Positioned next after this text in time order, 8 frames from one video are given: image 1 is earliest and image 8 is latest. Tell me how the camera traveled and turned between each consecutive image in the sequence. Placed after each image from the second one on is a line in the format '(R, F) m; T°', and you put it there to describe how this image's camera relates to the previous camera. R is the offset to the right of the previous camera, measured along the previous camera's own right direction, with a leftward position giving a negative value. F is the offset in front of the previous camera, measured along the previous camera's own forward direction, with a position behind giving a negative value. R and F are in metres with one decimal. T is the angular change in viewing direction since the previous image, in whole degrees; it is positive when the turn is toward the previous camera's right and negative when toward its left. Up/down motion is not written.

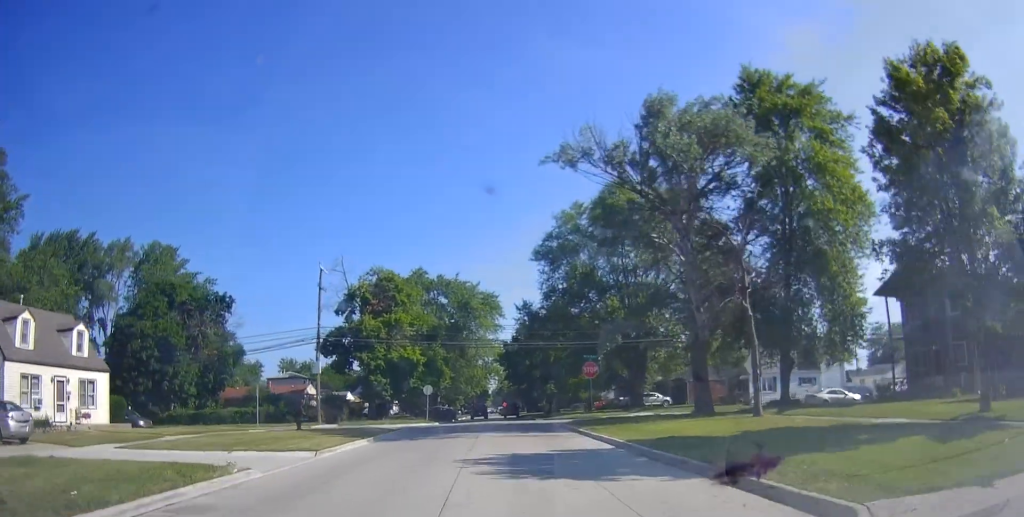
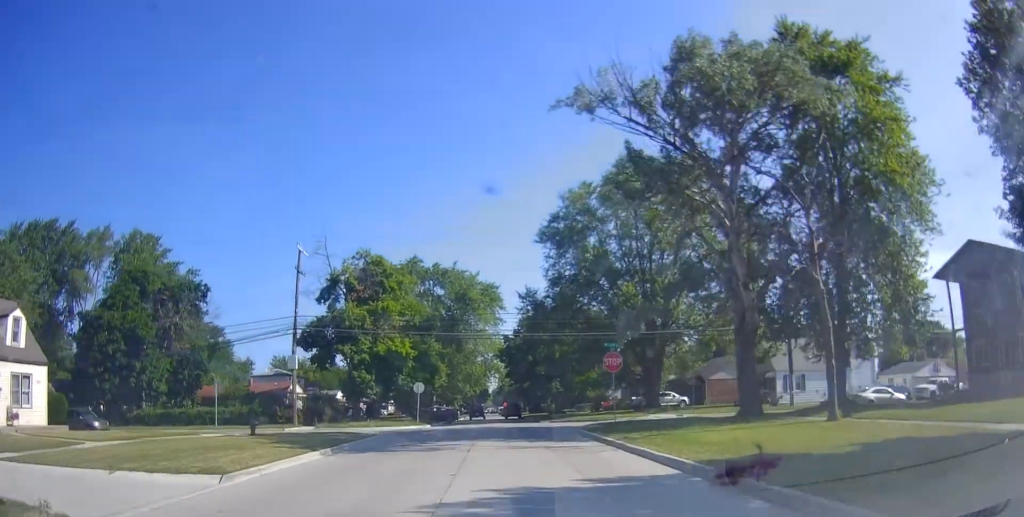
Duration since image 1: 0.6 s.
(+0.3, +5.8) m; +2°
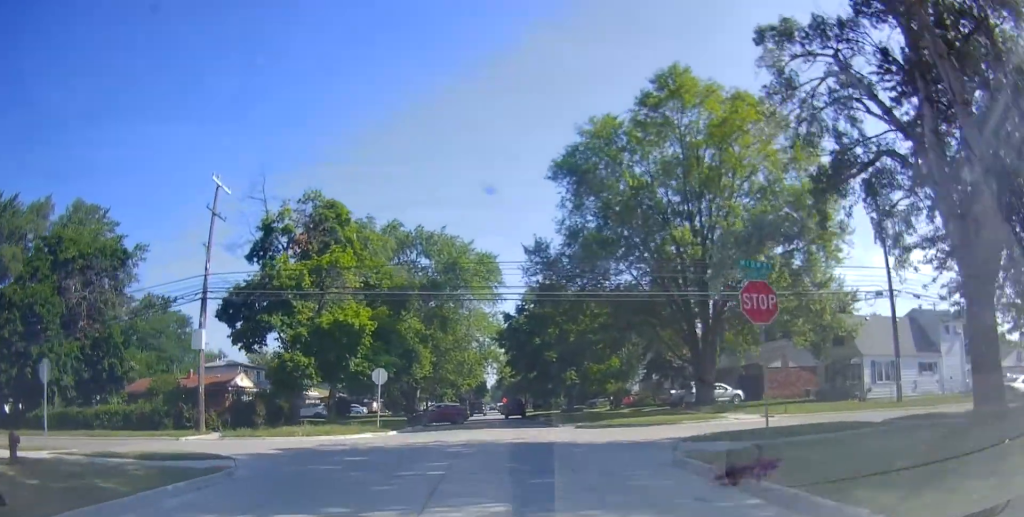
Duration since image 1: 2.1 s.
(+0.1, +14.2) m; -2°
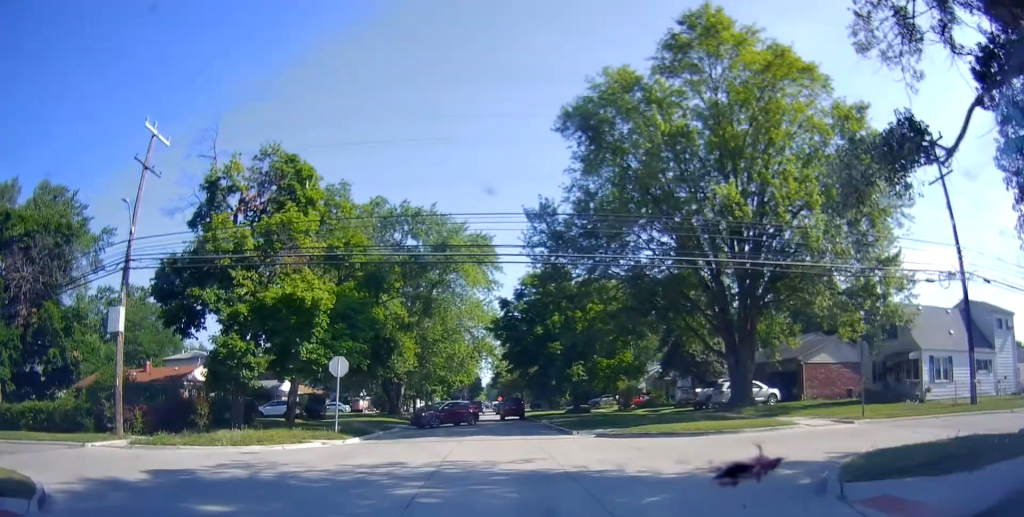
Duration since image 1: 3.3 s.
(-0.2, +8.0) m; +1°
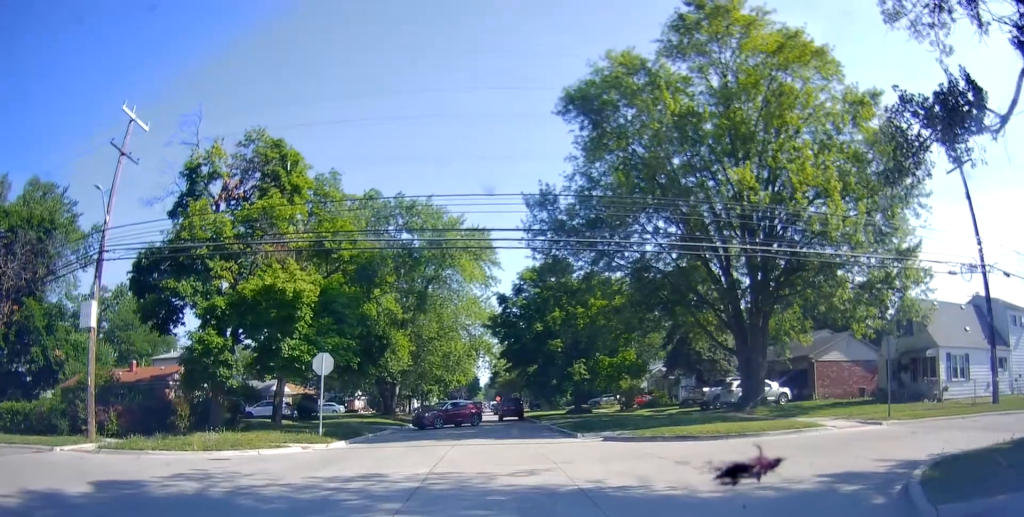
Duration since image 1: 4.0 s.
(+0.1, +3.1) m; +2°
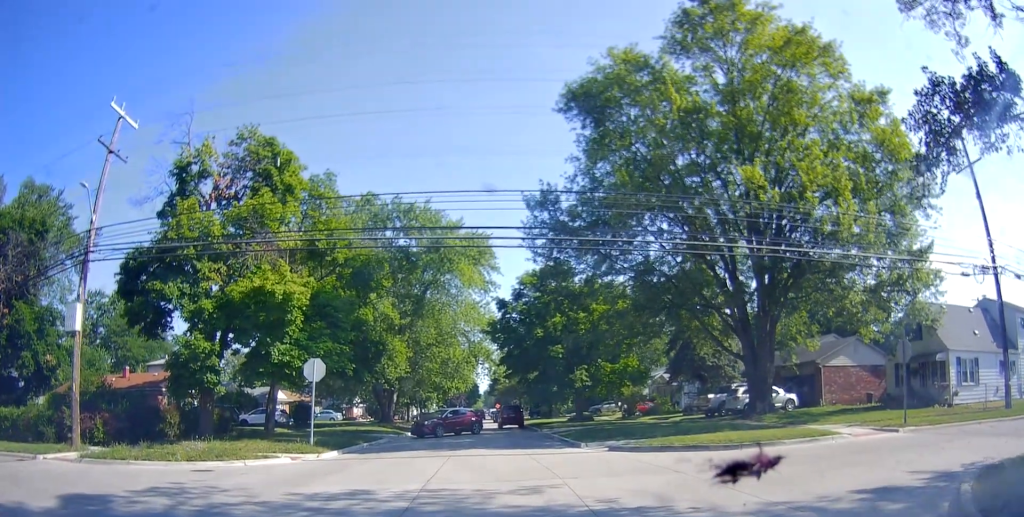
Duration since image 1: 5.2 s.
(0.0, +3.0) m; 0°
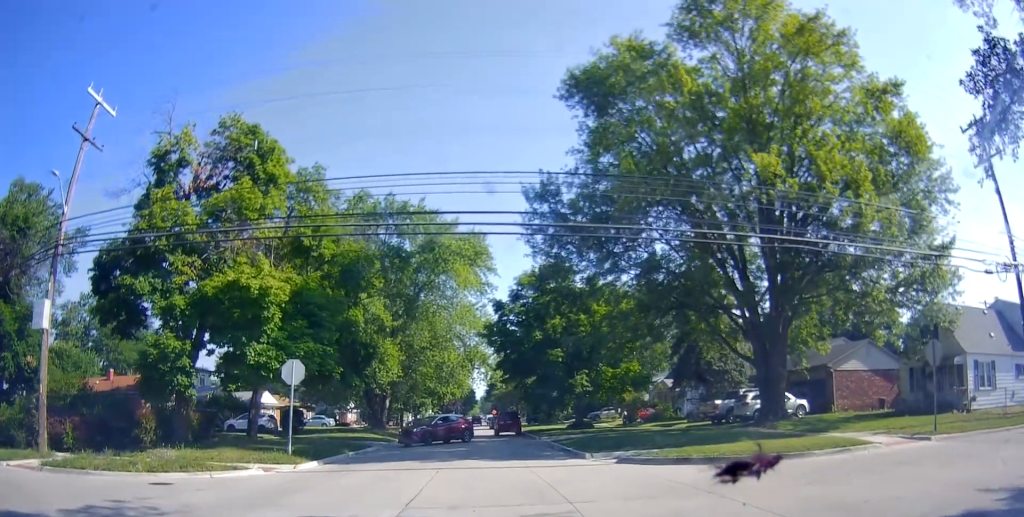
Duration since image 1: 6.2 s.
(0.0, +1.6) m; 0°
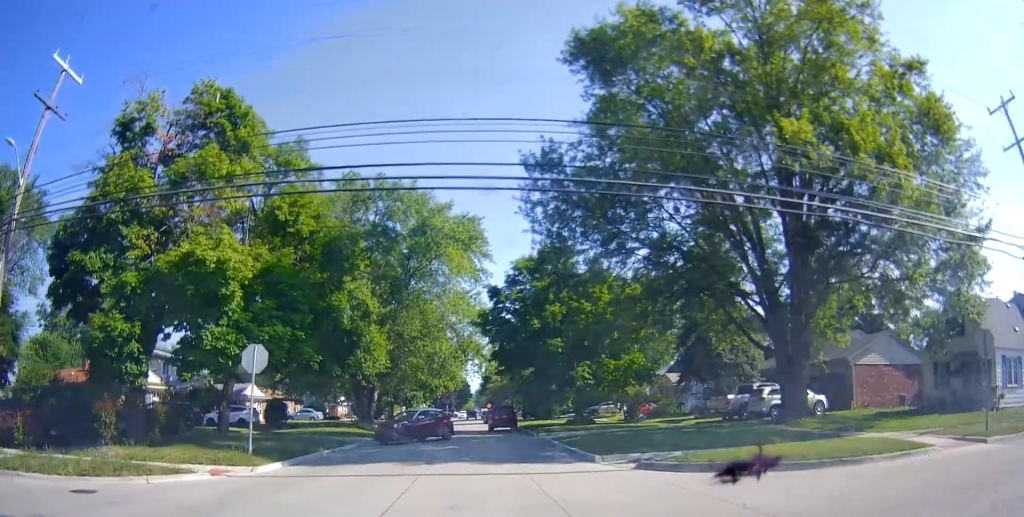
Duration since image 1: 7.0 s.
(0.0, +1.4) m; 0°
